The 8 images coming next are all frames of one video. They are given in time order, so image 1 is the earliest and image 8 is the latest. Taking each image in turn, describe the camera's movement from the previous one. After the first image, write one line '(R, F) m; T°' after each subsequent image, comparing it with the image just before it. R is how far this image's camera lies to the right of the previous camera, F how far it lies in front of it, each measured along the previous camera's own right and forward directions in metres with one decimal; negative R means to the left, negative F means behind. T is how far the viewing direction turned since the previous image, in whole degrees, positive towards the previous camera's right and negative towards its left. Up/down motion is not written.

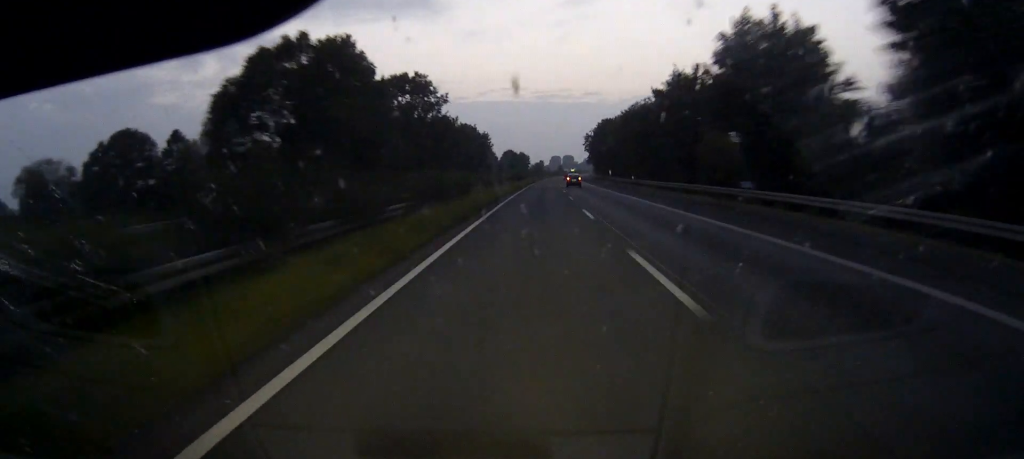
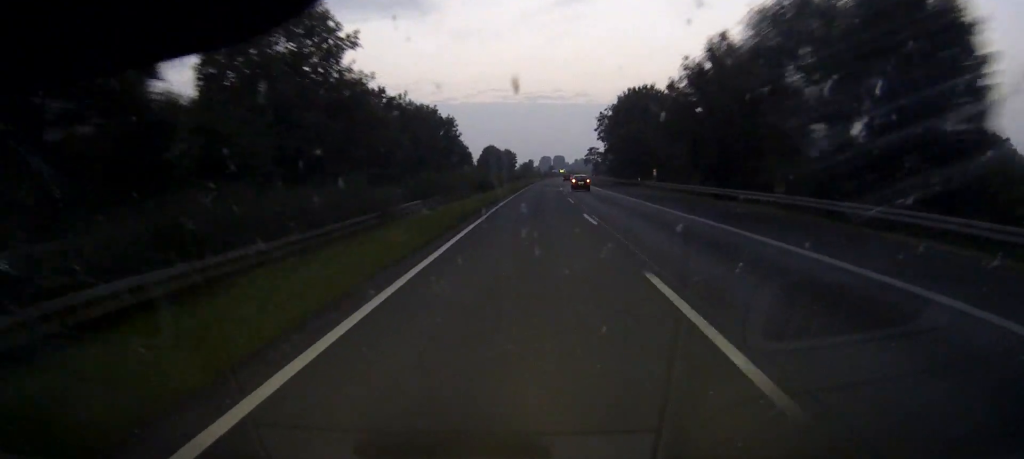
(+0.5, +56.0) m; +1°
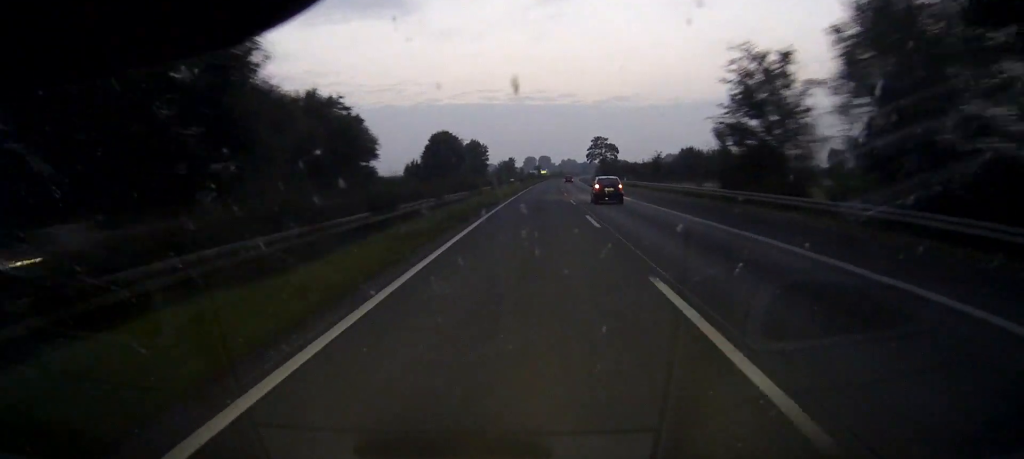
(+0.6, +89.3) m; +1°
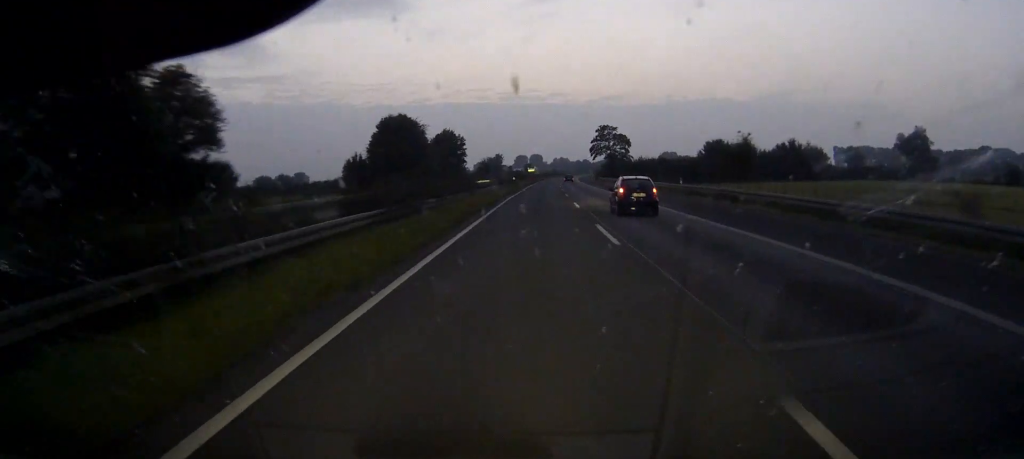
(+0.2, +41.1) m; +1°
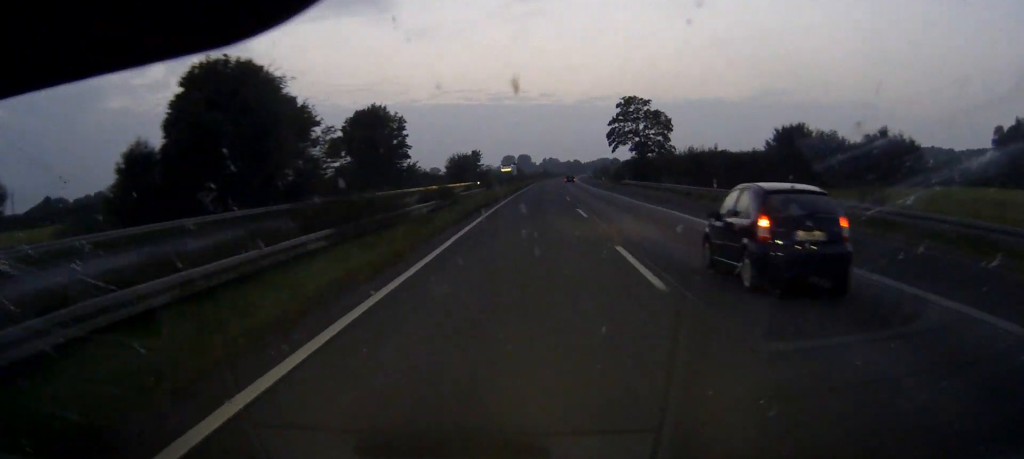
(+0.5, +59.6) m; +1°
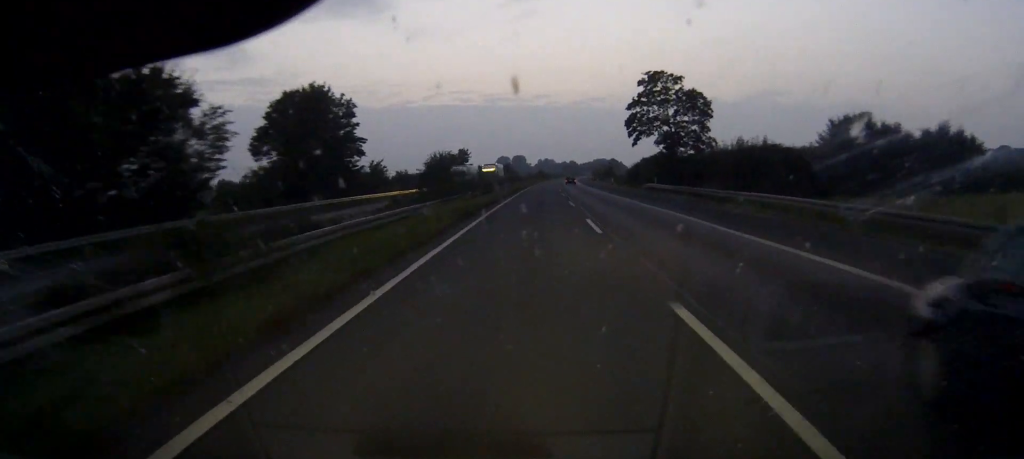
(+0.1, +25.0) m; 0°
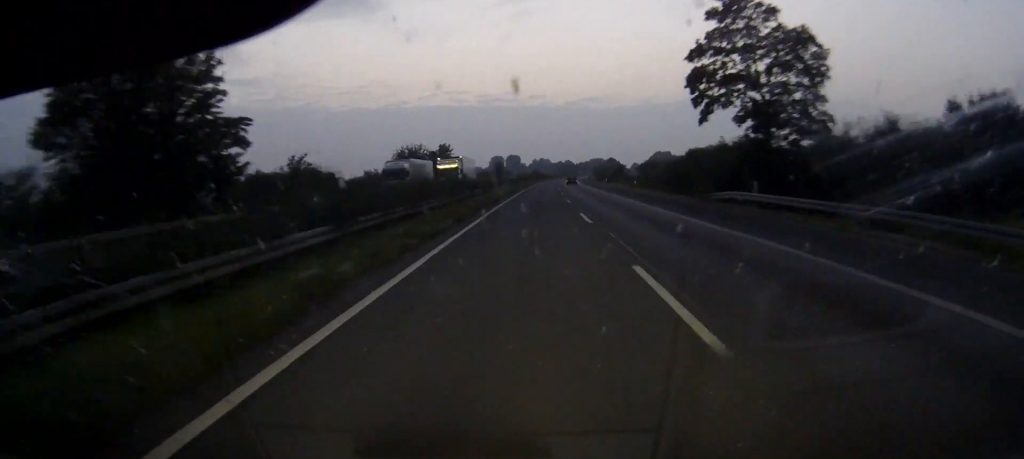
(0.0, +31.7) m; 0°
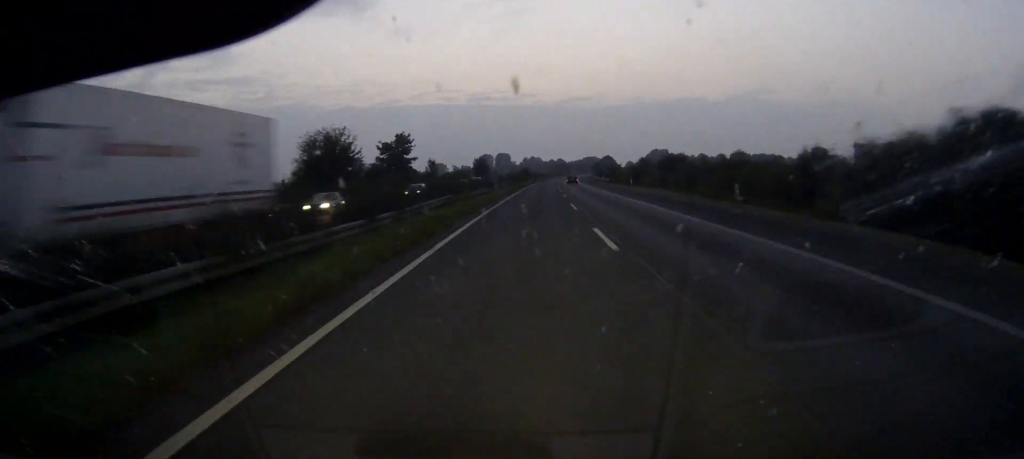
(+0.3, +45.4) m; +1°
